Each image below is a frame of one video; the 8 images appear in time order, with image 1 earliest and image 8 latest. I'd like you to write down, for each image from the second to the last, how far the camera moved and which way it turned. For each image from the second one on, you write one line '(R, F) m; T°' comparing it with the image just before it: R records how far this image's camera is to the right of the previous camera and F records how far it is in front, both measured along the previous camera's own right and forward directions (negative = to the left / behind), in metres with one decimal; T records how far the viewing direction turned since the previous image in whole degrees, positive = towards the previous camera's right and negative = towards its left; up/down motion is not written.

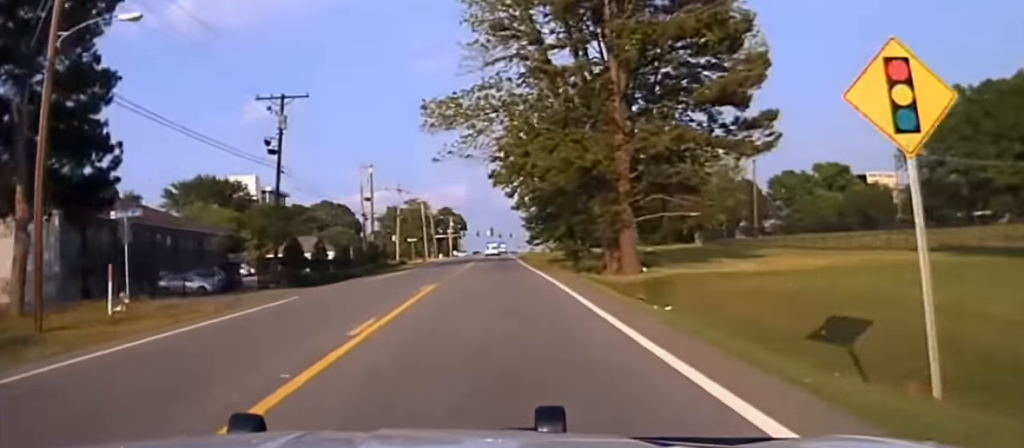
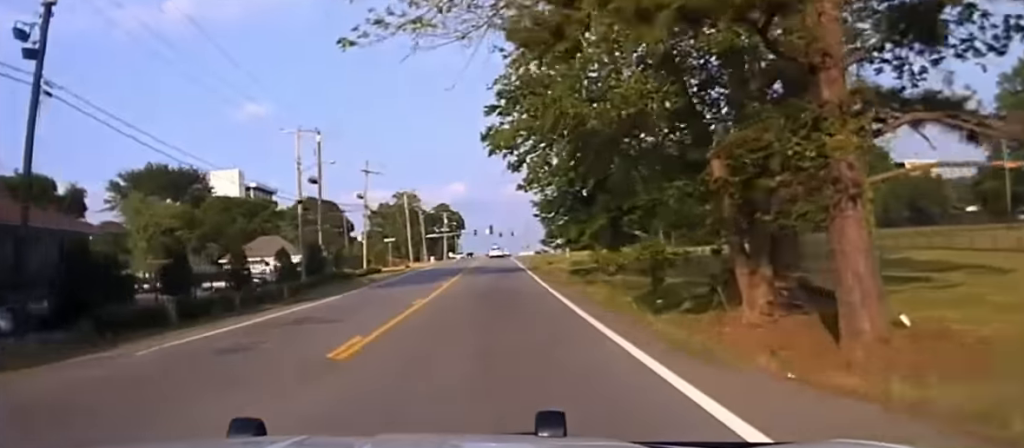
(0.0, +26.9) m; 0°
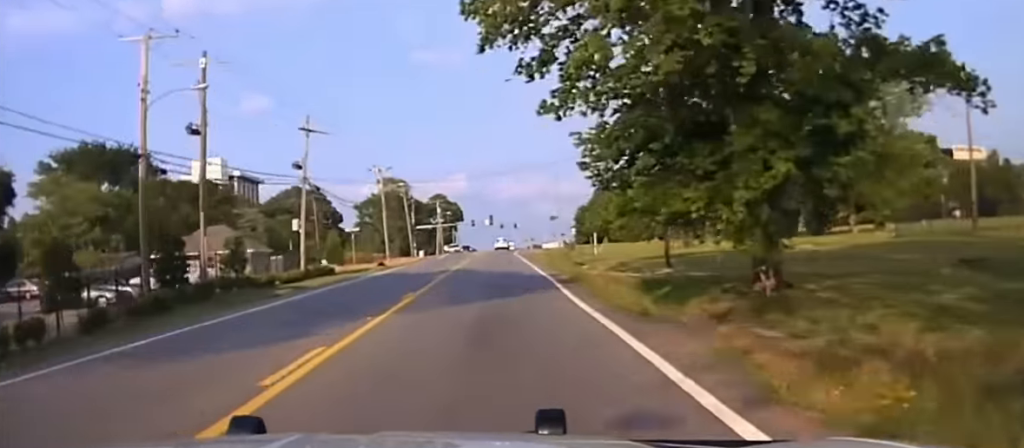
(0.0, +26.3) m; 0°
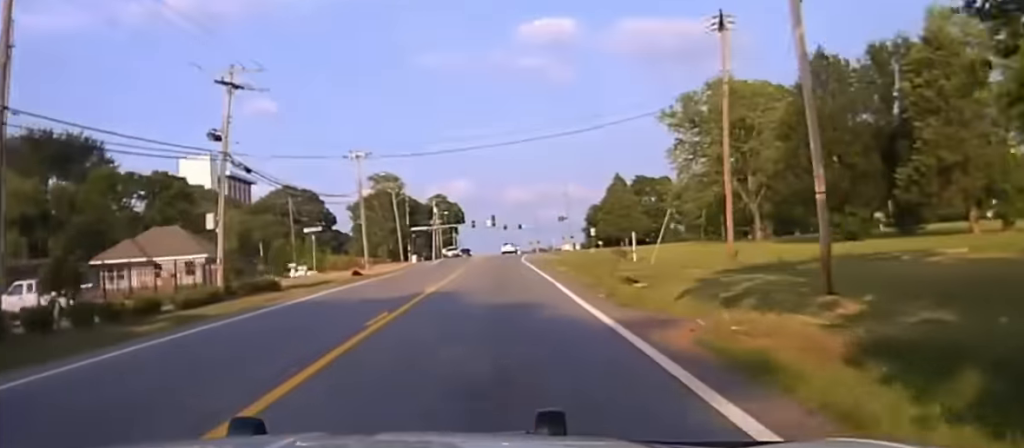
(0.0, +17.2) m; 0°
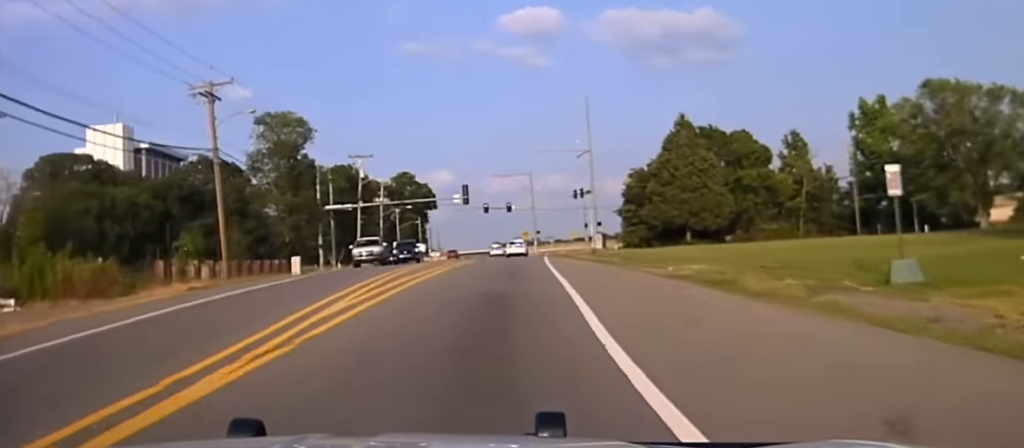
(+0.2, +69.3) m; +2°
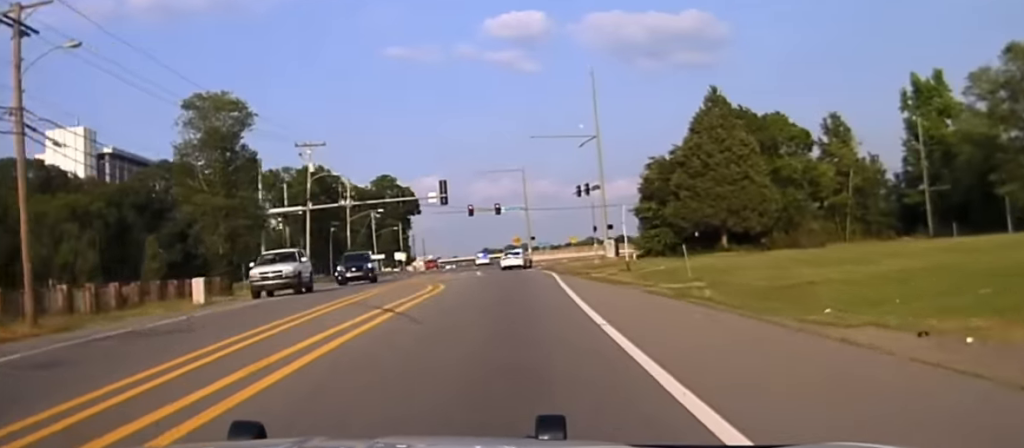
(+0.4, +20.8) m; +1°
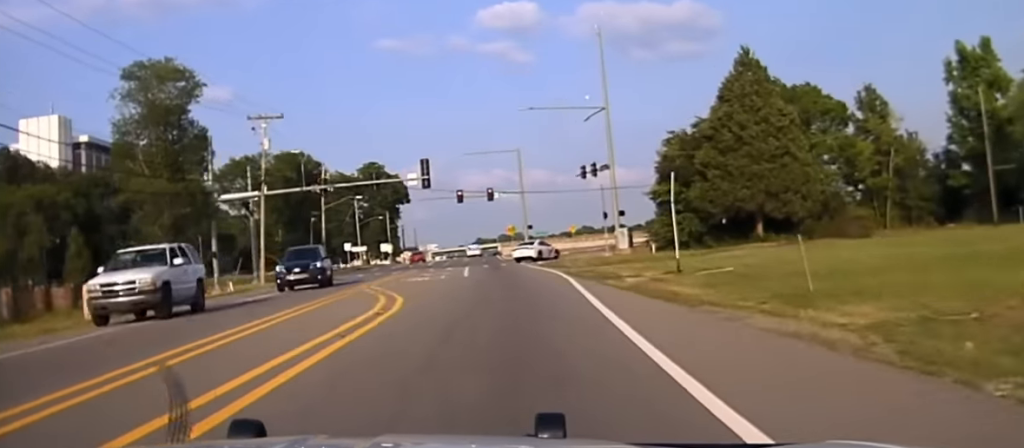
(+0.1, +12.0) m; 0°
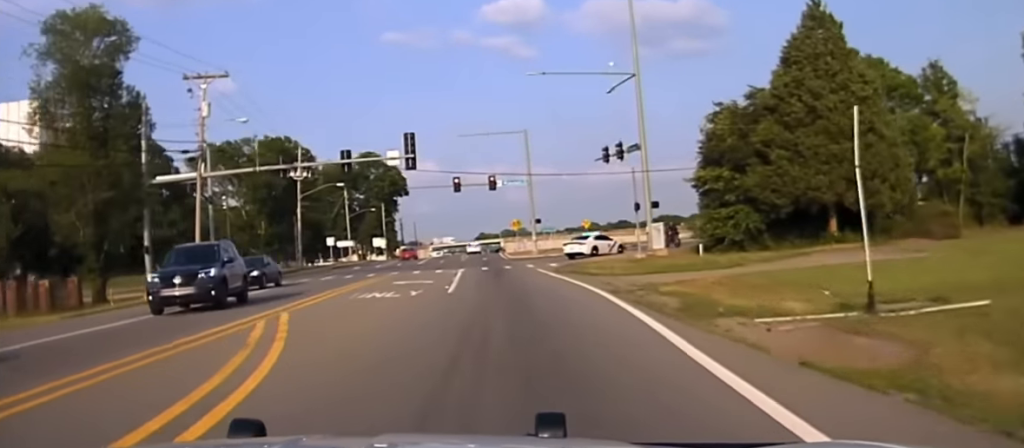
(+0.1, +13.2) m; 0°
